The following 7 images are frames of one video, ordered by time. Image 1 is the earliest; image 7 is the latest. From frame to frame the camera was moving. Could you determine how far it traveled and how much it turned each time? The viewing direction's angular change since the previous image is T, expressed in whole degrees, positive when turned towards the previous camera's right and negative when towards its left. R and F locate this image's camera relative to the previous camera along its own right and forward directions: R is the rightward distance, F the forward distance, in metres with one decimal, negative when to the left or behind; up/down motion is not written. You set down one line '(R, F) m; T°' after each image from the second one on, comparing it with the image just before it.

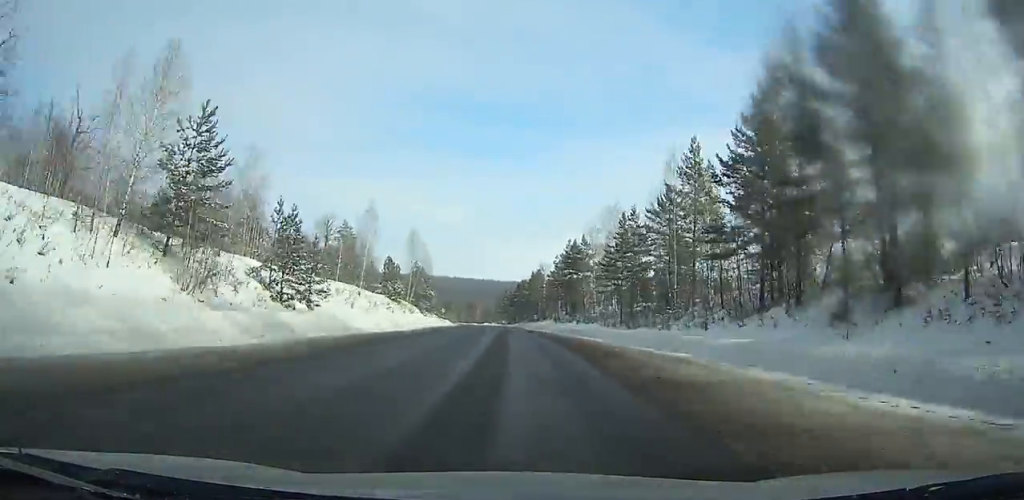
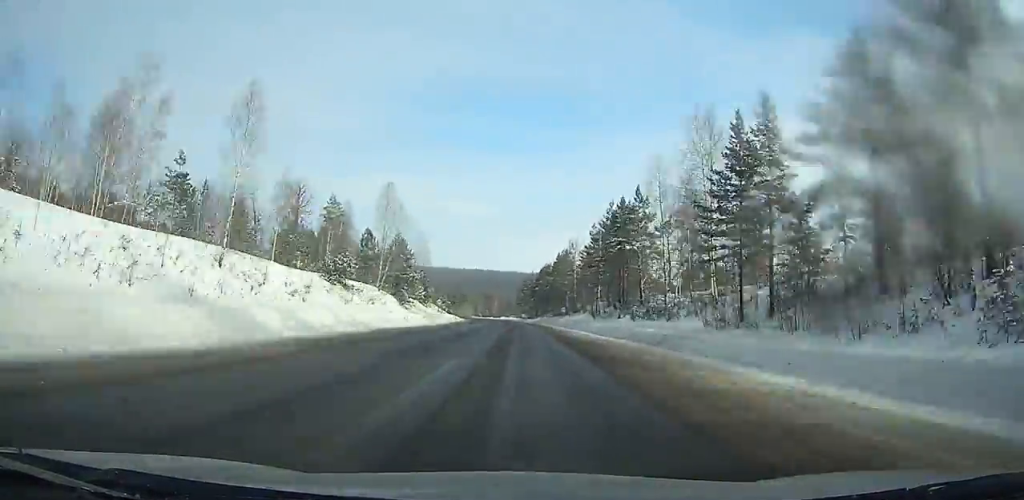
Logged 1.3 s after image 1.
(-0.5, +31.1) m; -2°
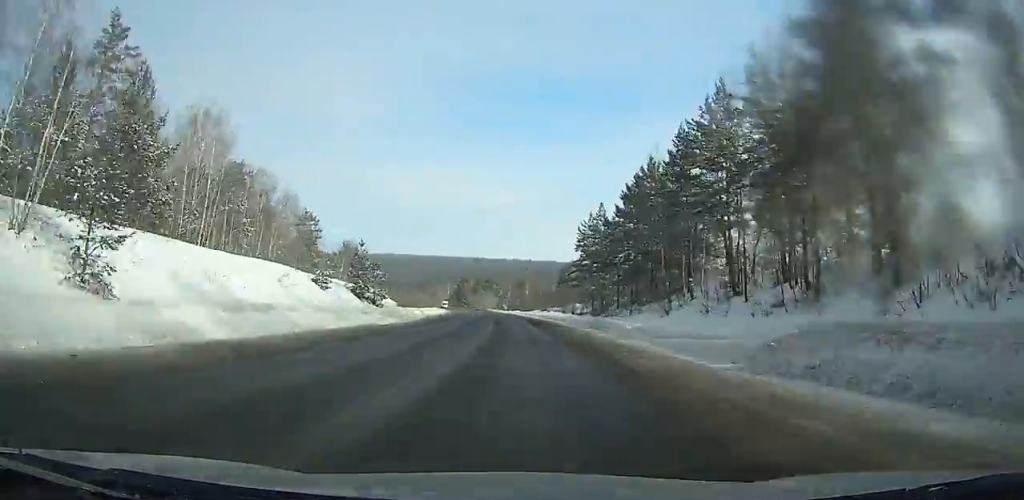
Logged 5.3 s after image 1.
(-4.0, +95.1) m; -5°
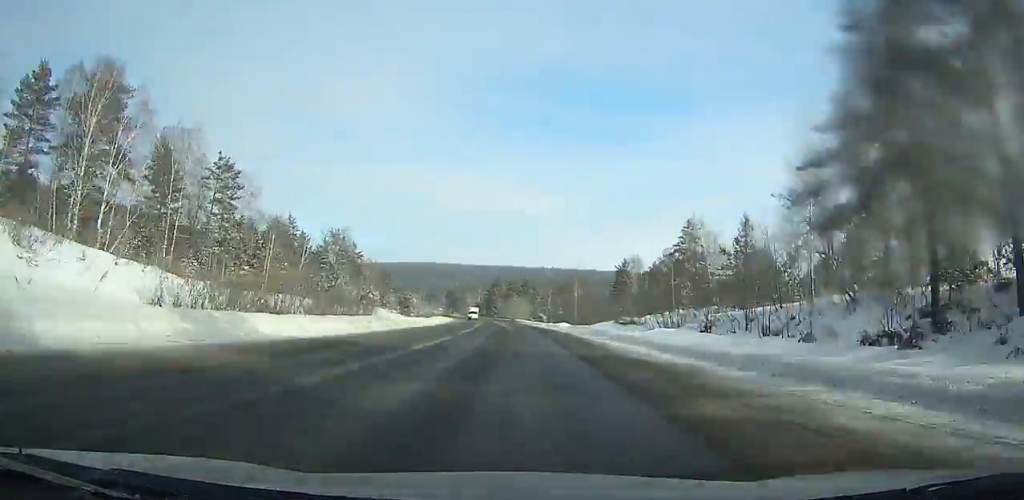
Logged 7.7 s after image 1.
(-1.4, +56.8) m; -3°
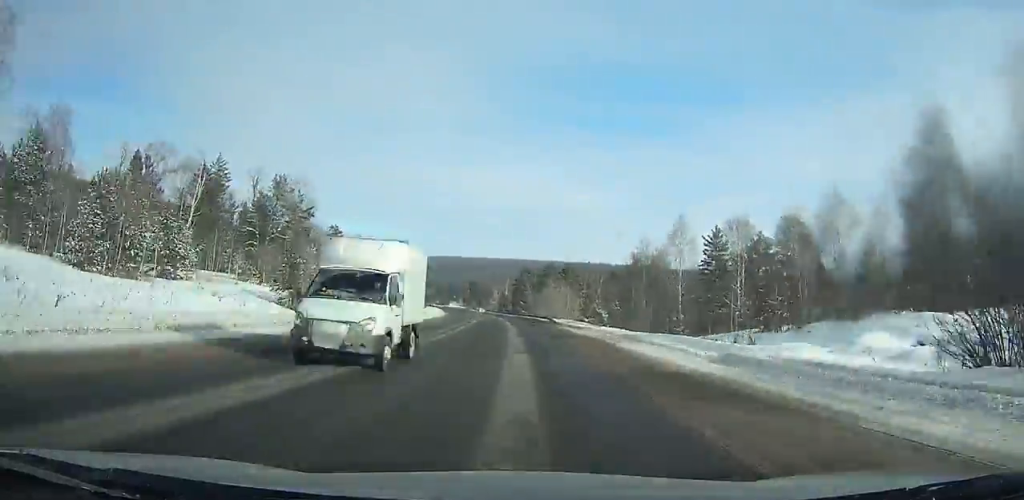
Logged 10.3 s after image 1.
(-2.3, +61.7) m; -4°
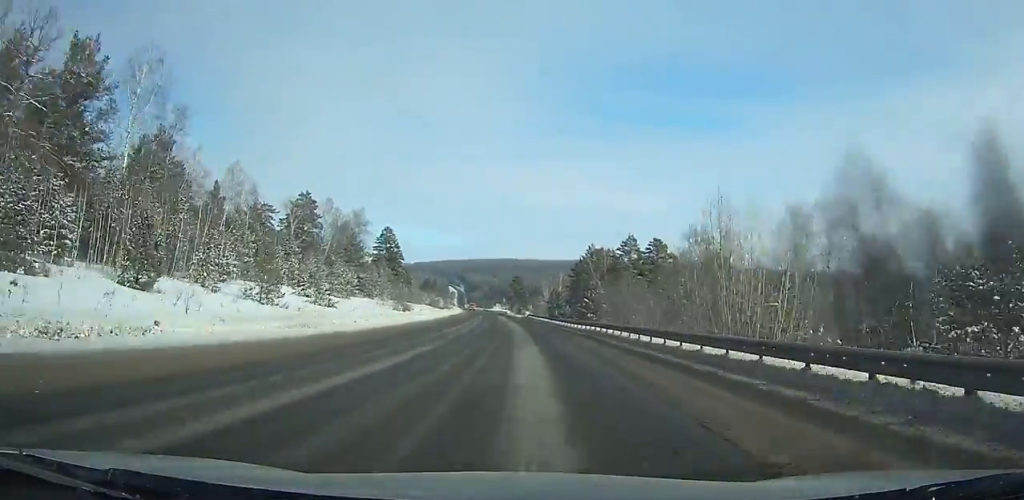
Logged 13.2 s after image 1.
(-2.5, +69.0) m; -4°
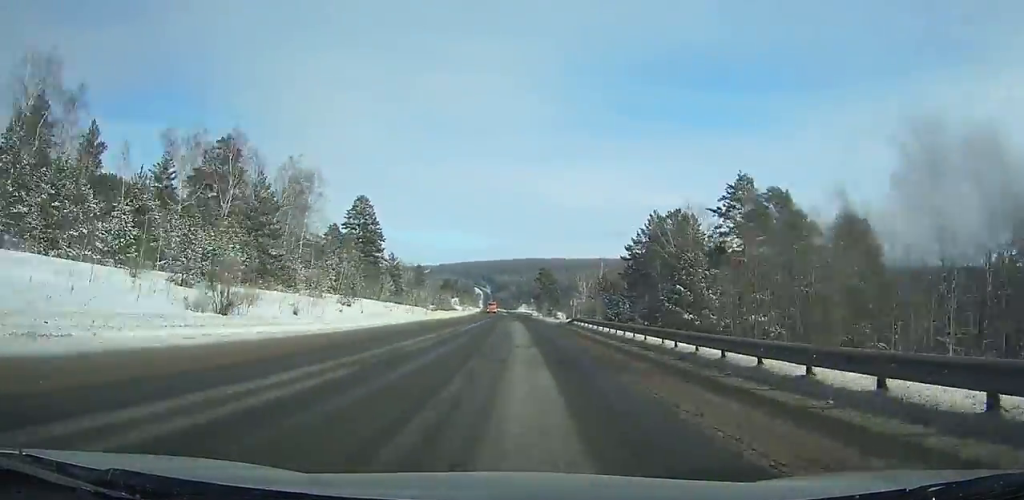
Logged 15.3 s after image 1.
(-1.8, +50.2) m; -3°
